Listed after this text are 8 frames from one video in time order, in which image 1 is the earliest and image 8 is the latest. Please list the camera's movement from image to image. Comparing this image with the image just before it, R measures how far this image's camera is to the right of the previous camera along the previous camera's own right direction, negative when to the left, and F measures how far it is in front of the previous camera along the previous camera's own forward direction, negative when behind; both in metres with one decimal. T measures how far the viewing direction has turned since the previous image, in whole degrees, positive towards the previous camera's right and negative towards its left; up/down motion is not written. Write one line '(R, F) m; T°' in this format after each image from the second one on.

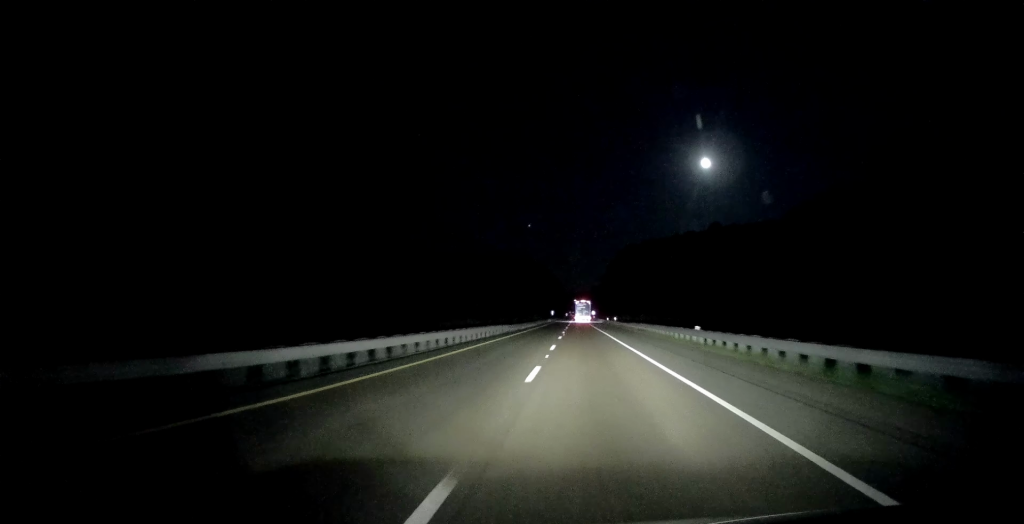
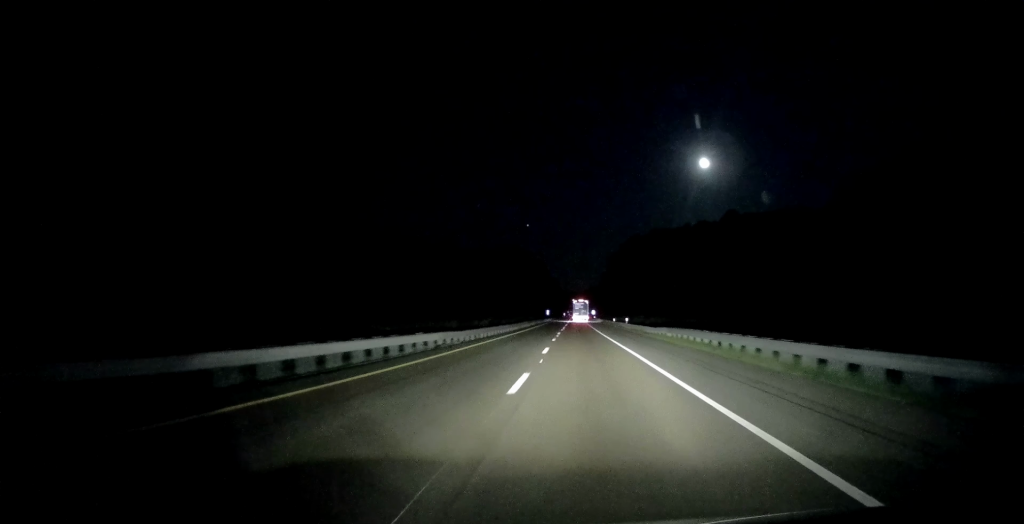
(+0.8, +26.5) m; +1°
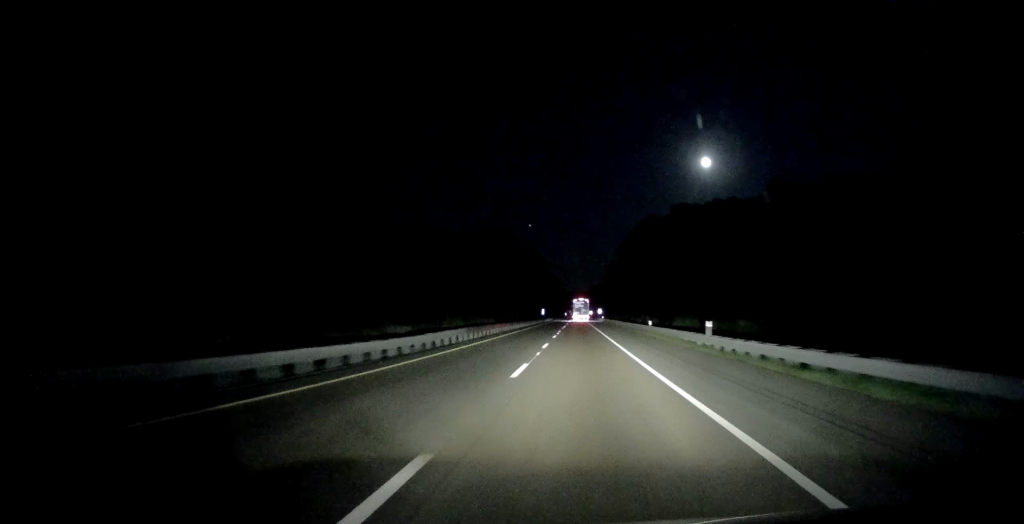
(-0.4, +44.9) m; -1°
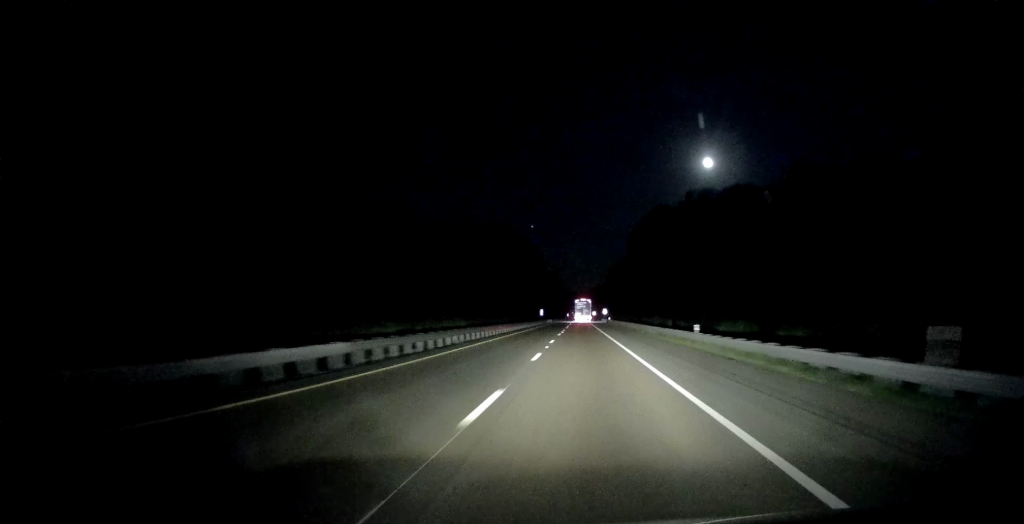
(+0.1, +18.4) m; 0°
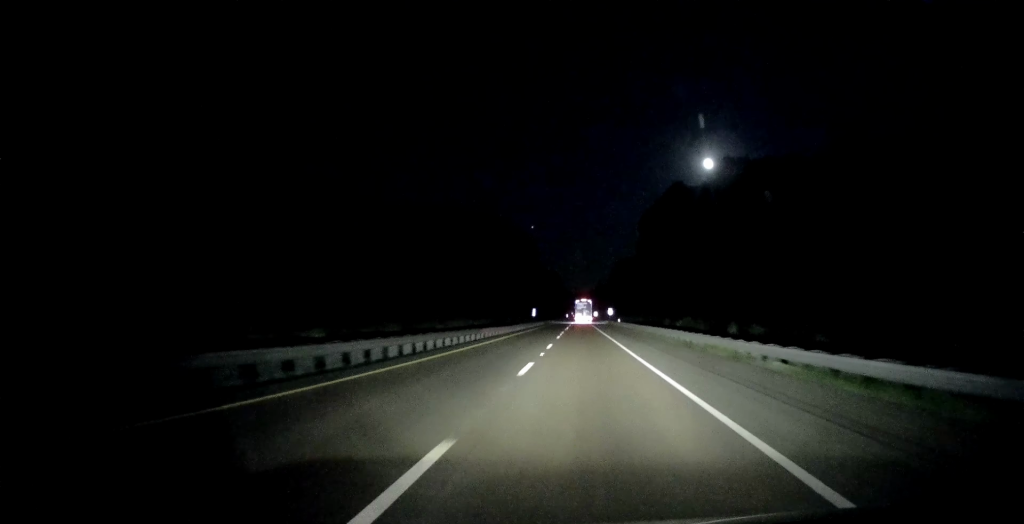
(0.0, +27.9) m; -1°
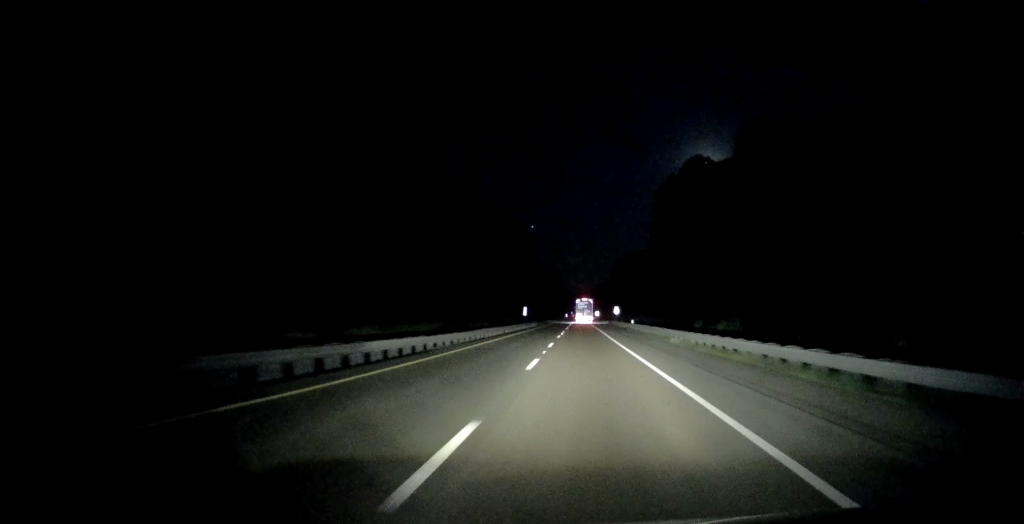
(0.0, +22.3) m; -1°
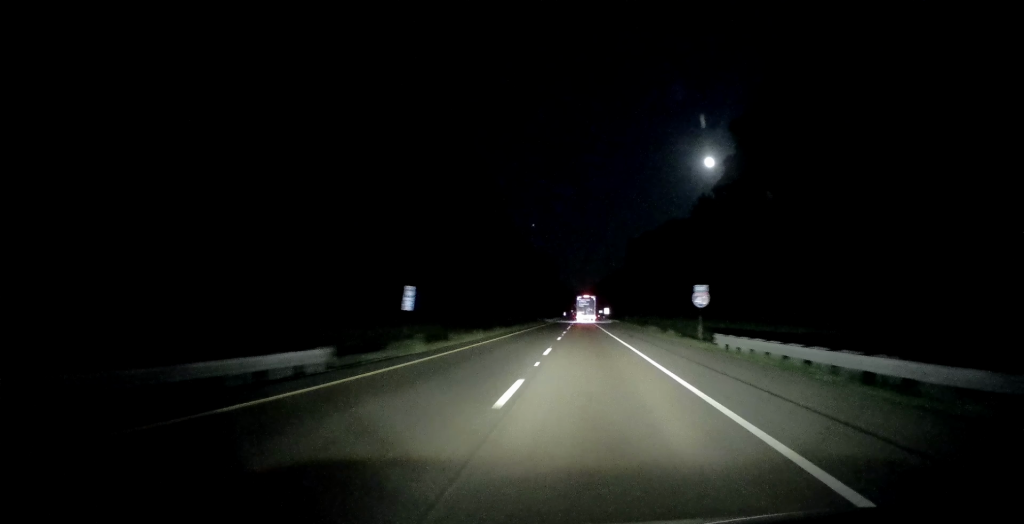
(+0.1, +78.8) m; +1°
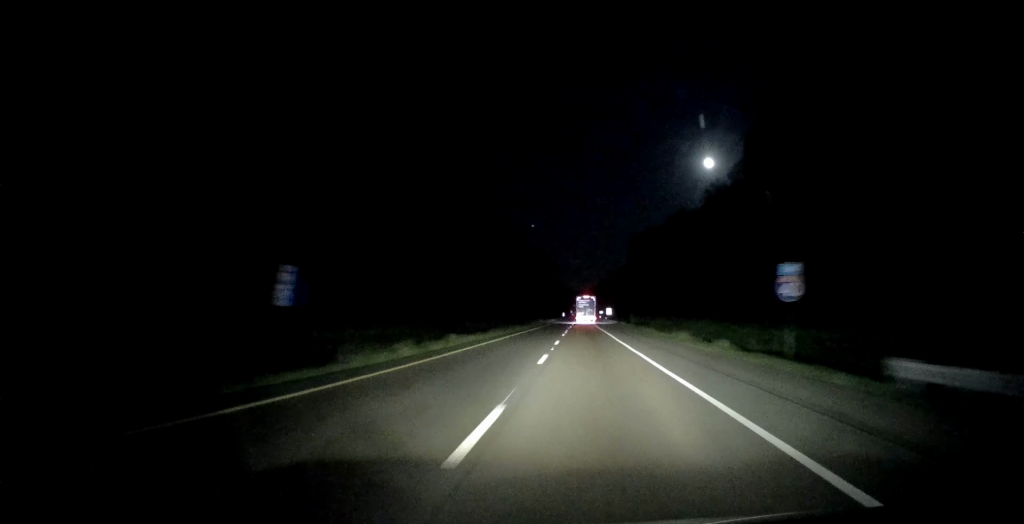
(0.0, +15.9) m; 0°
